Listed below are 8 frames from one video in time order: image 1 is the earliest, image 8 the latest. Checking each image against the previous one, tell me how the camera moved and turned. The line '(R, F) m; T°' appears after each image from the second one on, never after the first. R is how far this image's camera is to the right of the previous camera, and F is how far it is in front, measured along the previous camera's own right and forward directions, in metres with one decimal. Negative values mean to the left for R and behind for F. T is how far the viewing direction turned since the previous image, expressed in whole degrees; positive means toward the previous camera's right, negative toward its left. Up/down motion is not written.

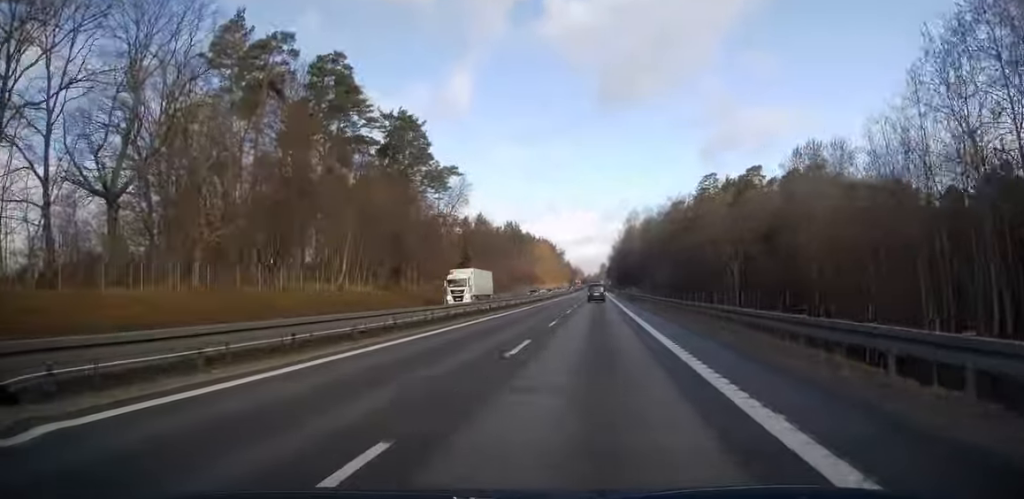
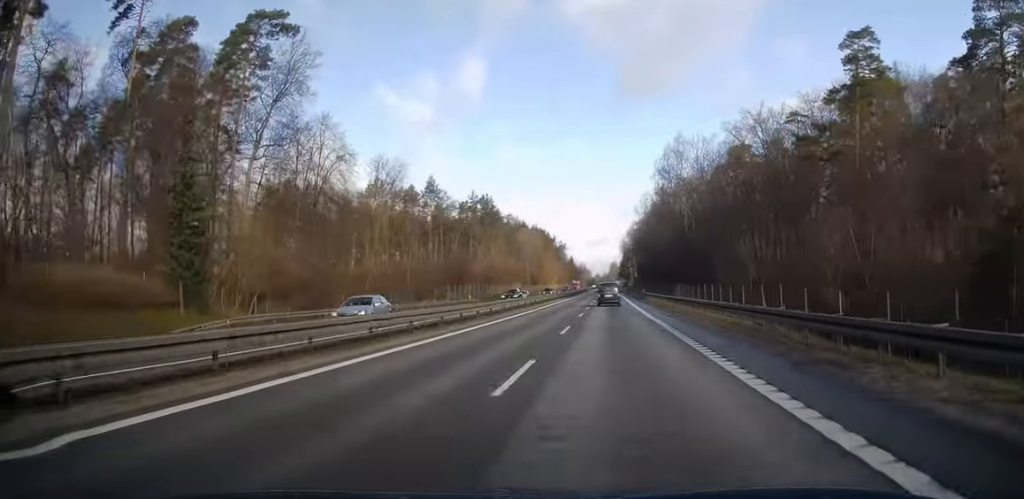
(-0.1, +88.1) m; 0°
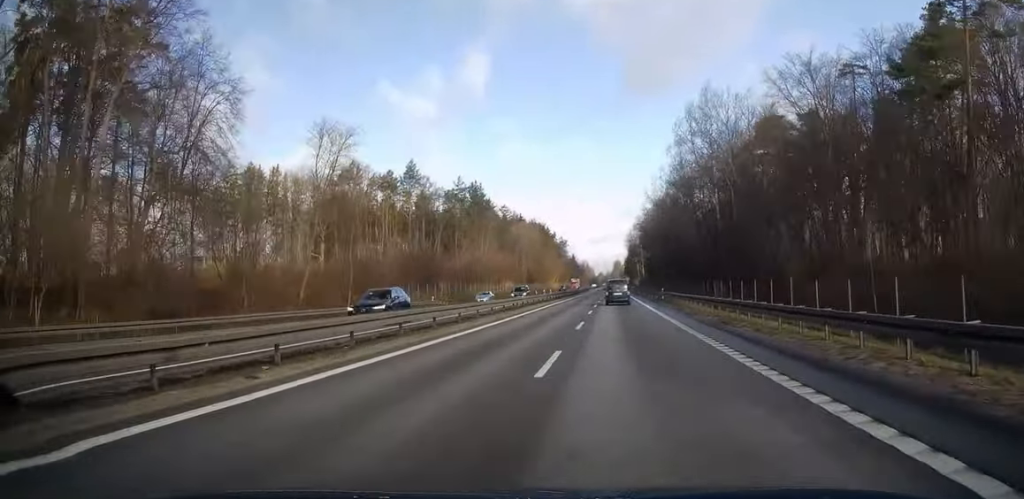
(-0.2, +22.1) m; 0°
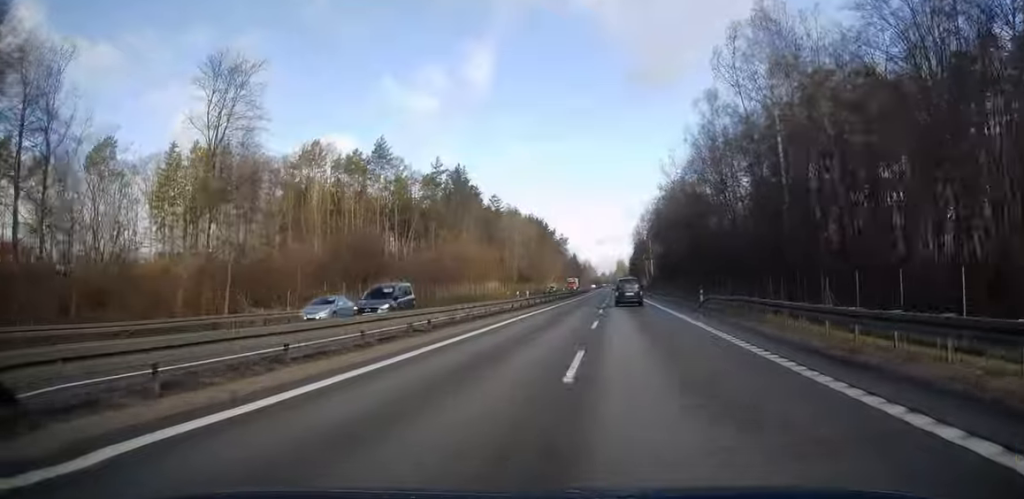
(+0.2, +24.4) m; 0°
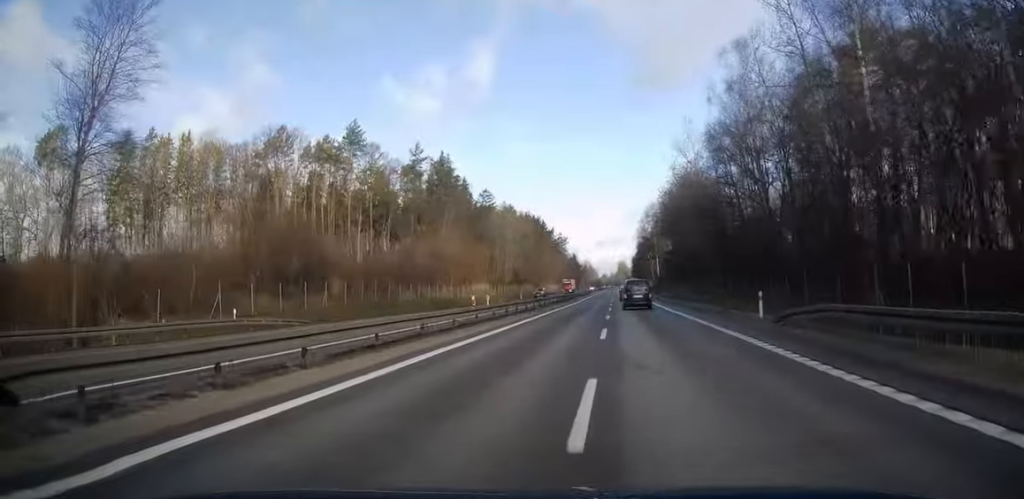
(-0.1, +15.8) m; 0°
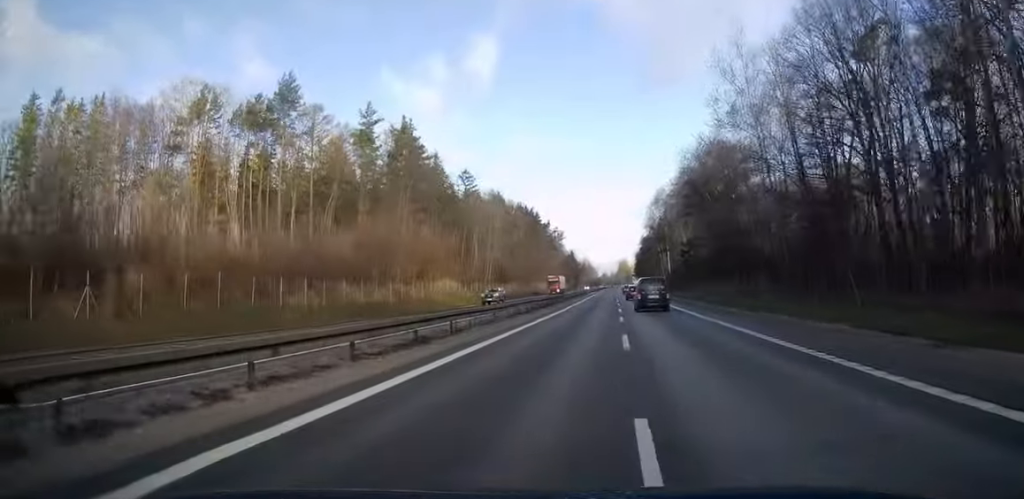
(-0.2, +26.7) m; 0°
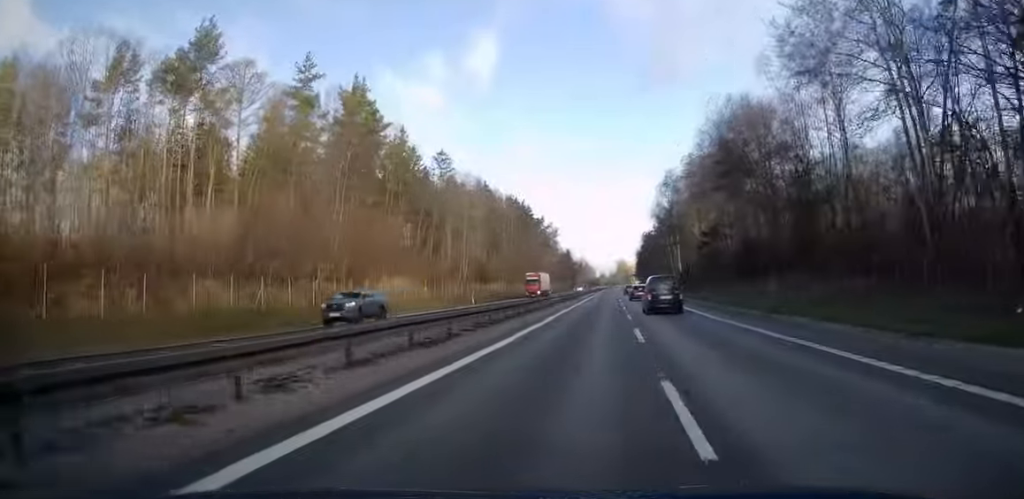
(+0.2, +21.4) m; 0°
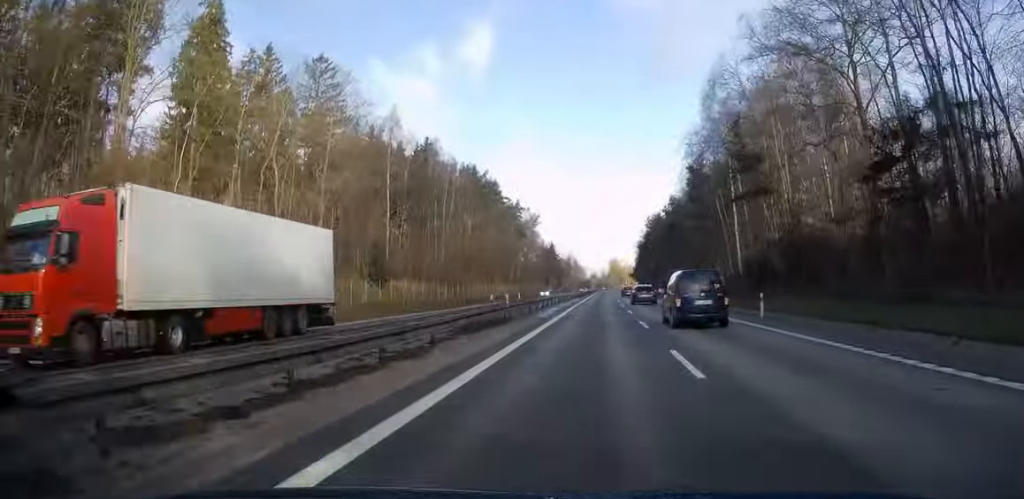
(+0.1, +55.1) m; 0°
